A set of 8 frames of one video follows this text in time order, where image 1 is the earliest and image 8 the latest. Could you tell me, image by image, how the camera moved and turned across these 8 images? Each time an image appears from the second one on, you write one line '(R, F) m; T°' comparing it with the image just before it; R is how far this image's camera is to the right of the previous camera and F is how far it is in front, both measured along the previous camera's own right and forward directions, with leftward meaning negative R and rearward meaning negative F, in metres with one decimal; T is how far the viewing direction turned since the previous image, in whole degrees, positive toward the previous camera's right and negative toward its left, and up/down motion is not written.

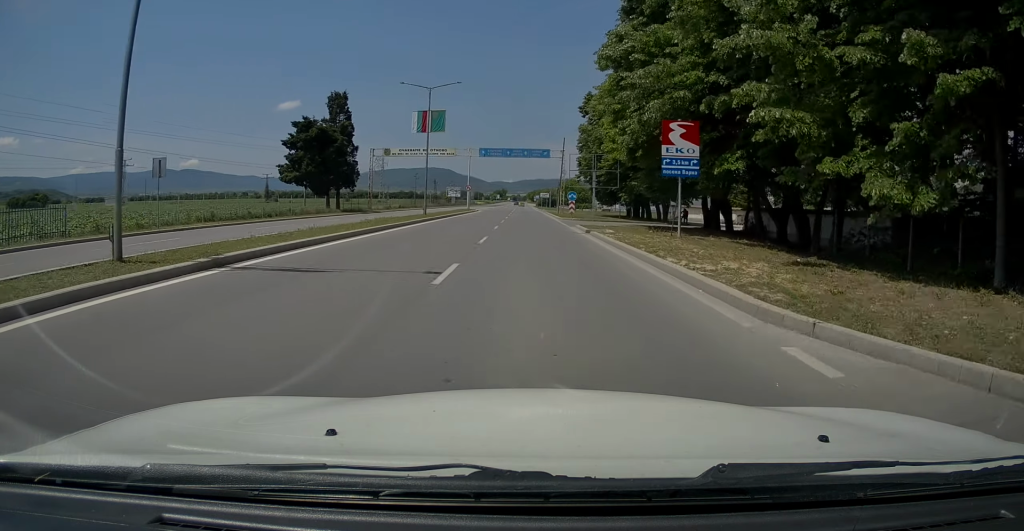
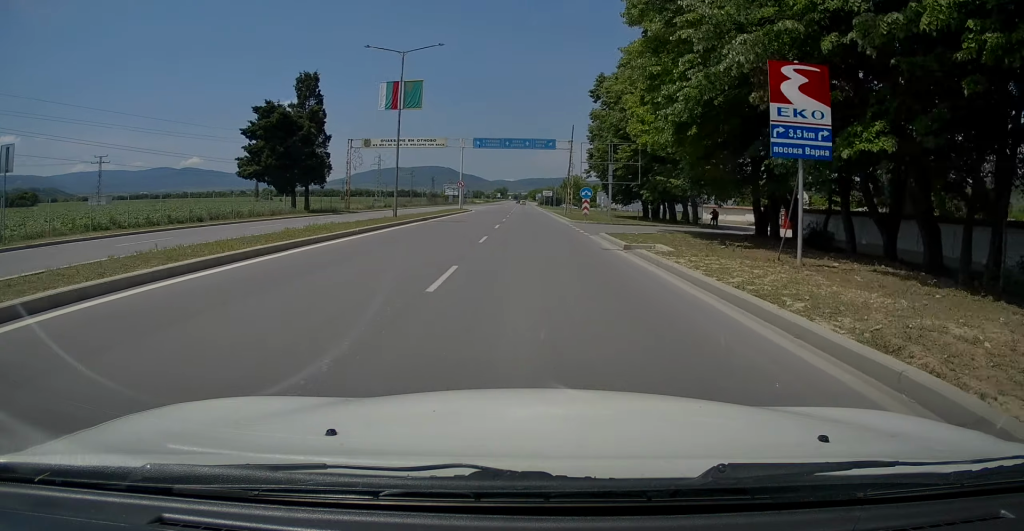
(-0.1, +9.3) m; -1°
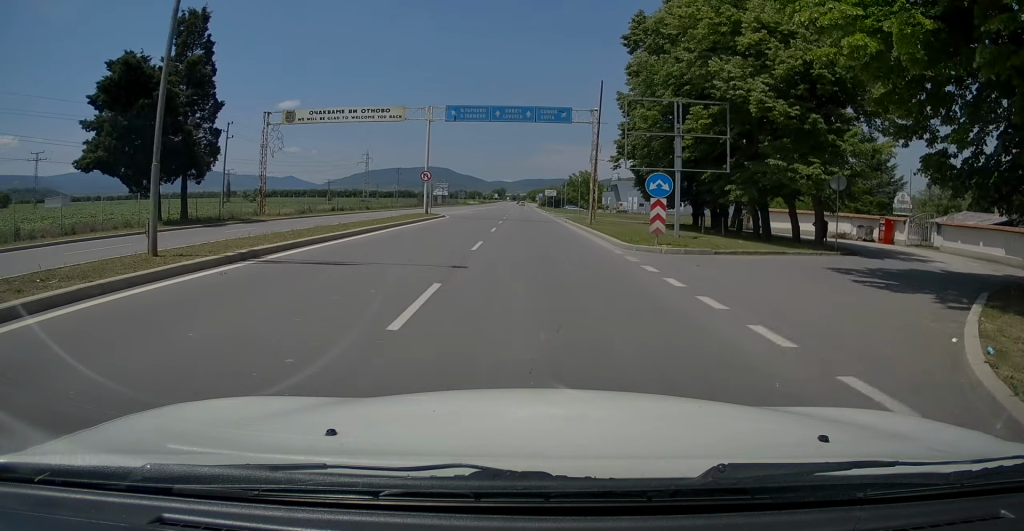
(+0.1, +19.7) m; +1°
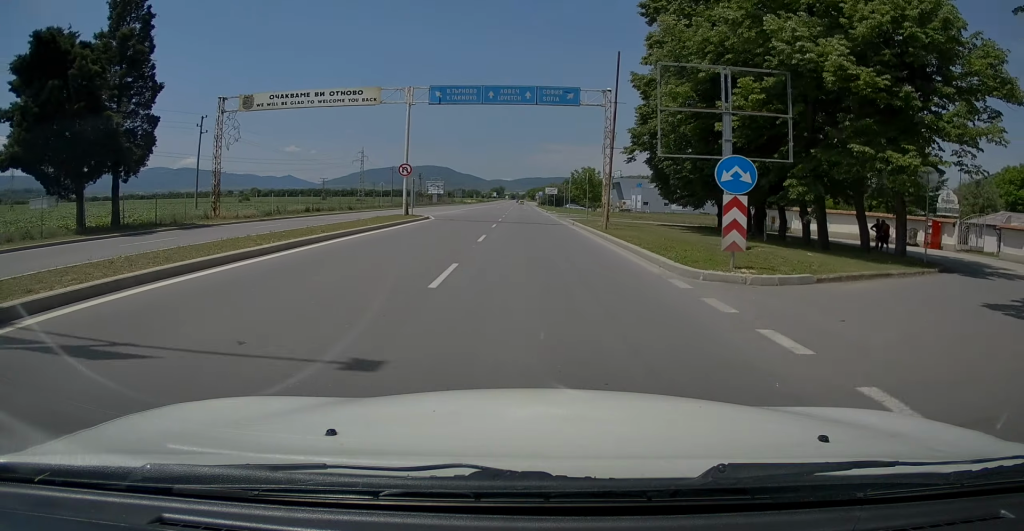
(+0.1, +6.2) m; 0°
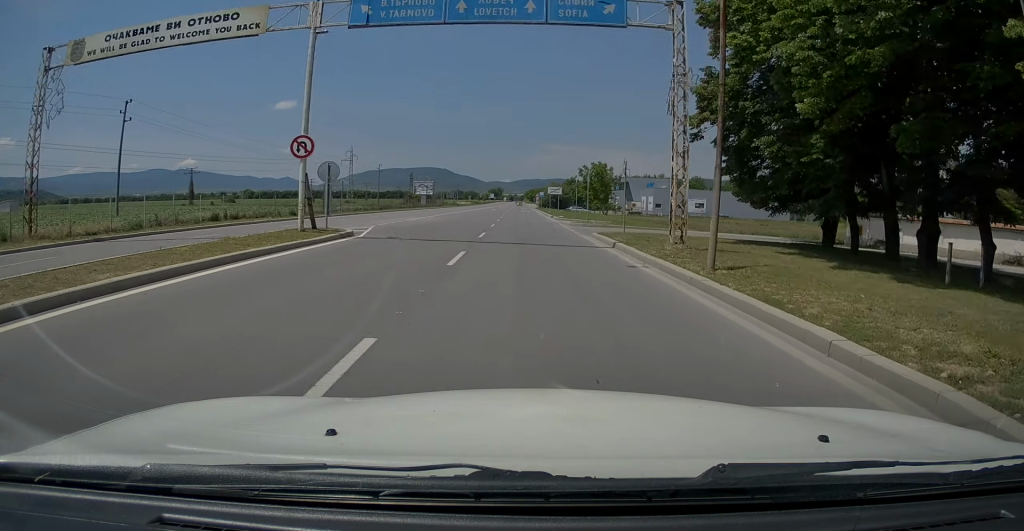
(0.0, +14.4) m; 0°
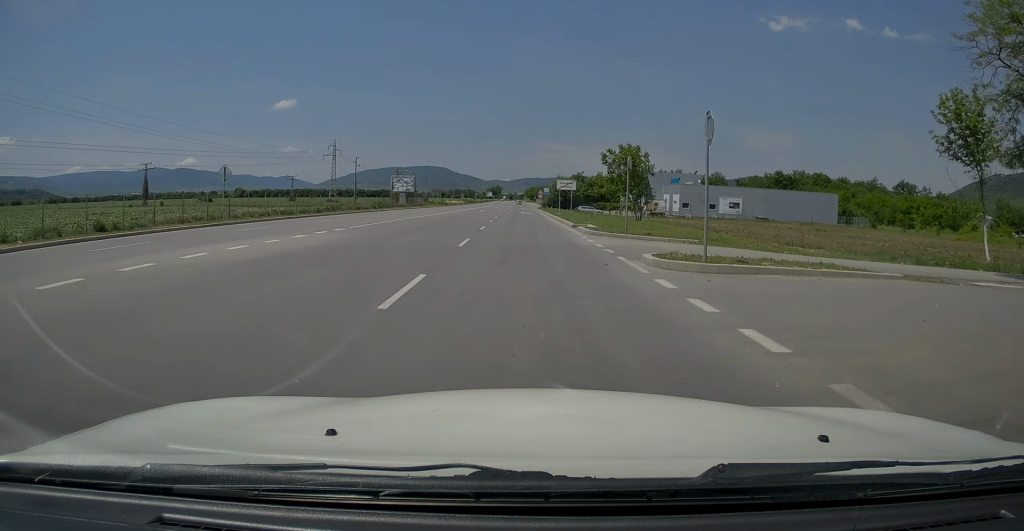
(+0.3, +21.8) m; +1°
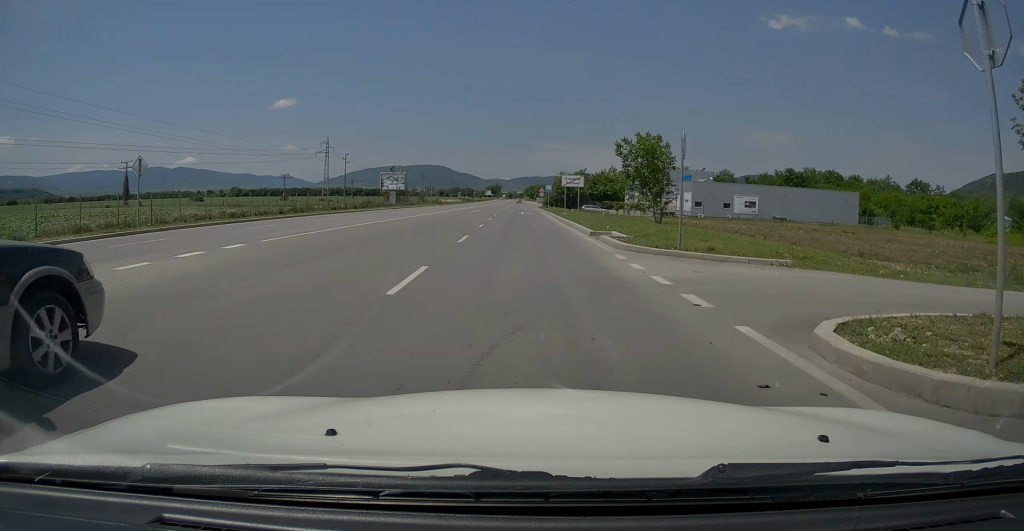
(-0.1, +7.9) m; 0°
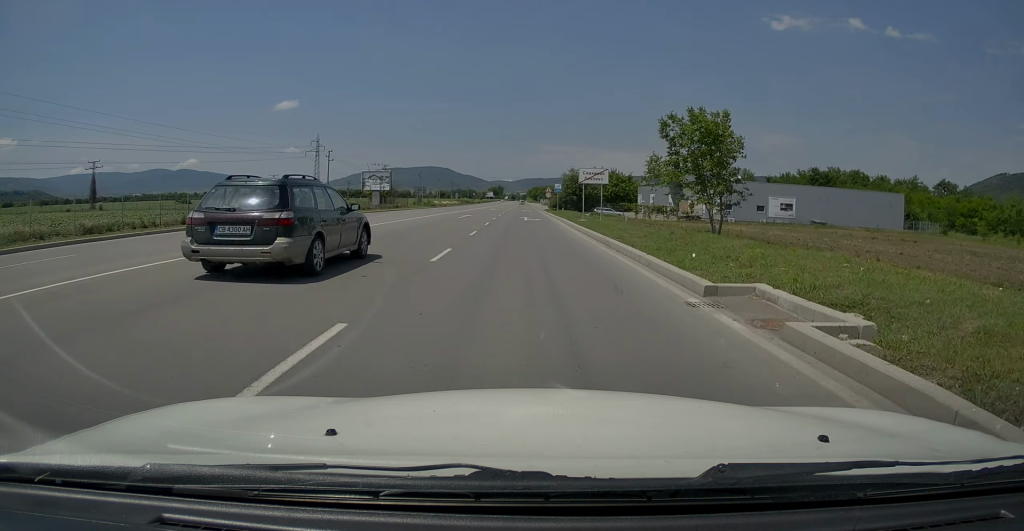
(-0.1, +13.3) m; -1°
